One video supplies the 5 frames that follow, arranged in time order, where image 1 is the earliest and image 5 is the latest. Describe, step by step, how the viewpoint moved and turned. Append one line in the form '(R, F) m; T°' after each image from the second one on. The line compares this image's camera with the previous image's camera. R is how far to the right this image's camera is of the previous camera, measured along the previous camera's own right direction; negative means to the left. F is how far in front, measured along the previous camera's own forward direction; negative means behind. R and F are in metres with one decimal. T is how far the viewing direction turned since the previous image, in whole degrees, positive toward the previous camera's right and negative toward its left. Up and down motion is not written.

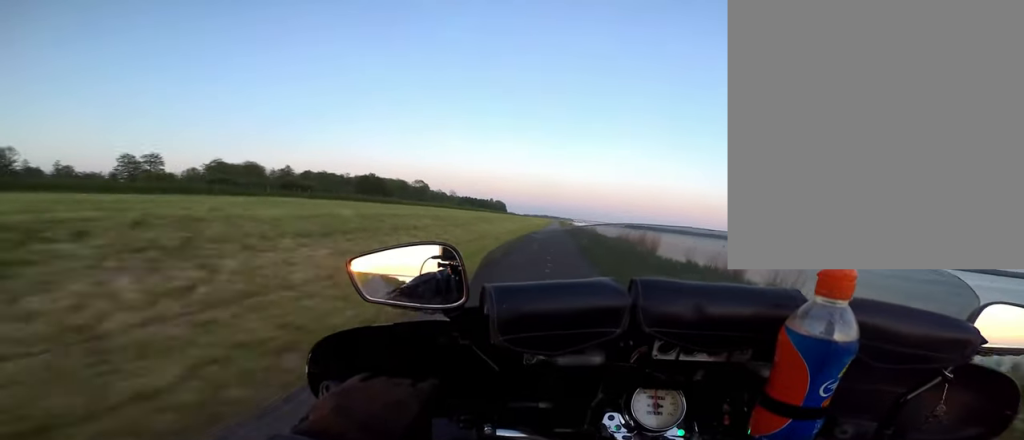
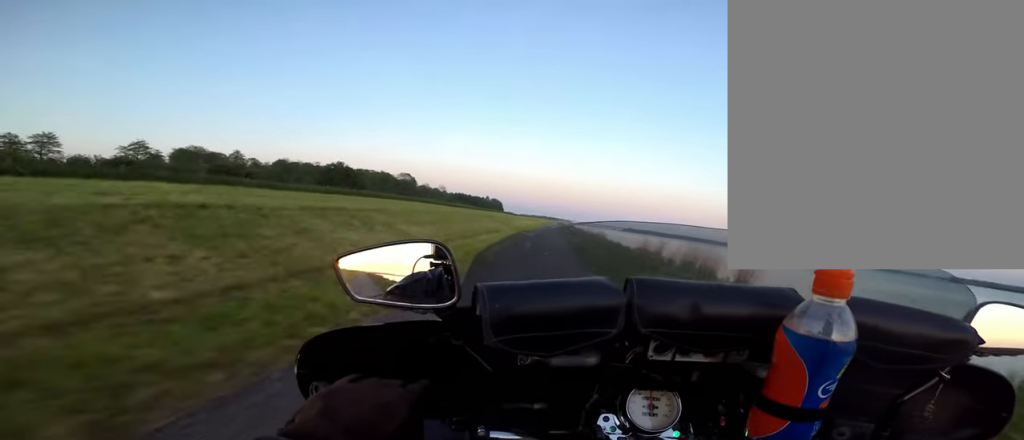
(-0.1, +19.9) m; +2°
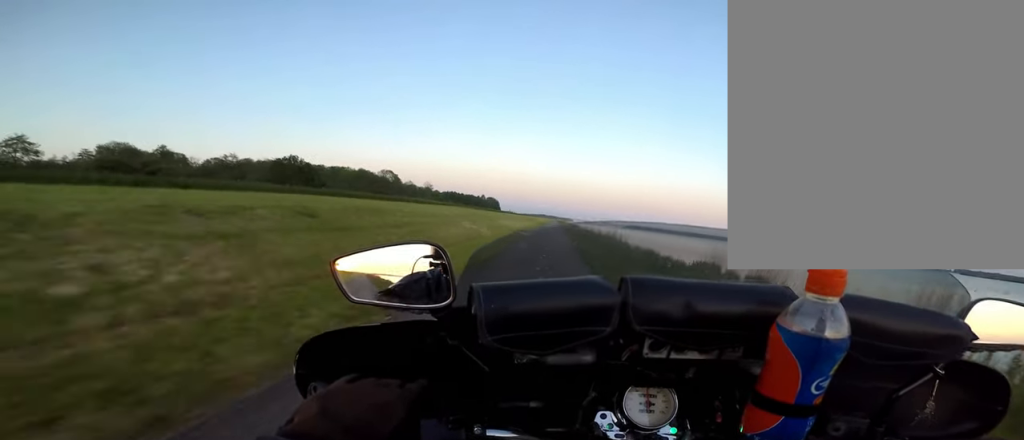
(+0.3, +21.6) m; +2°
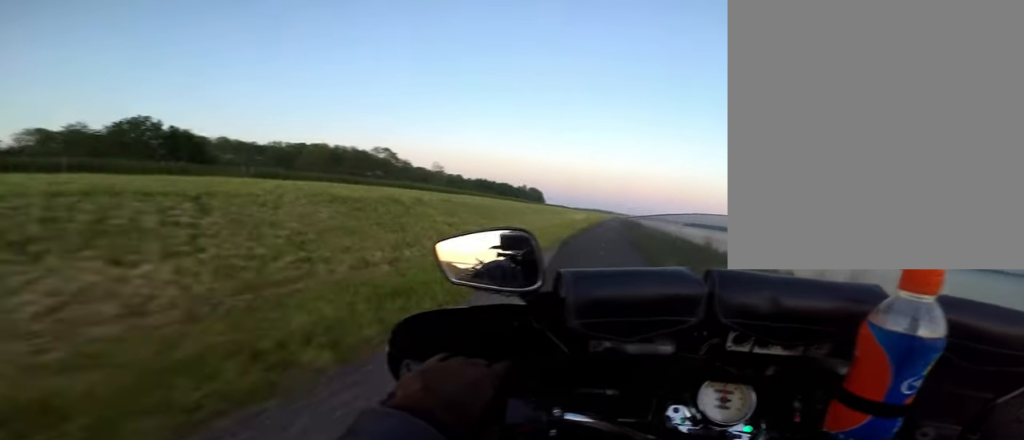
(-1.5, +52.0) m; -3°
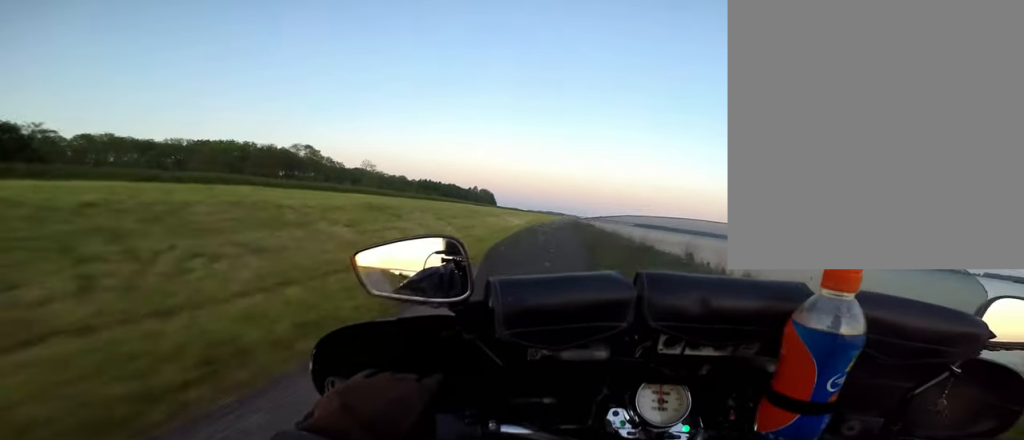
(+0.2, +14.1) m; 0°
